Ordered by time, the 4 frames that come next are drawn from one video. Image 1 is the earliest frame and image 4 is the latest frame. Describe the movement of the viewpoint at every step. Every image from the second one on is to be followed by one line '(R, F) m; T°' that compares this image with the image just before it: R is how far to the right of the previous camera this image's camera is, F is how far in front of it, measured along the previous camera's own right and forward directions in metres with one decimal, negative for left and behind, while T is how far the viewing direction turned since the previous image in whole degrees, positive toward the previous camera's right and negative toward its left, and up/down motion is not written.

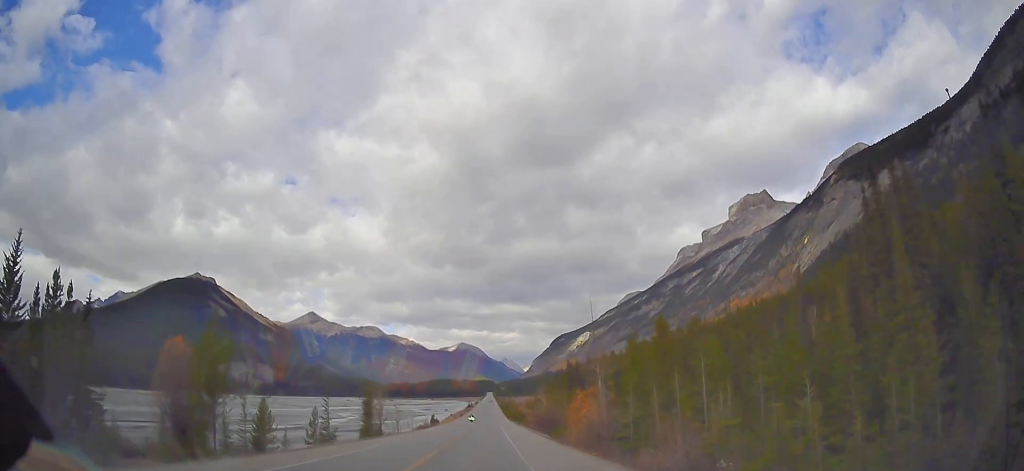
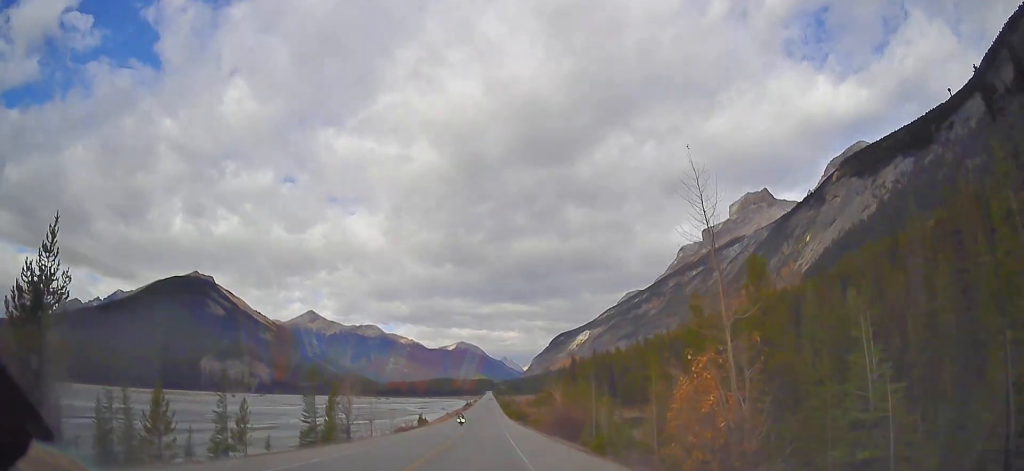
(+0.5, +17.9) m; 0°
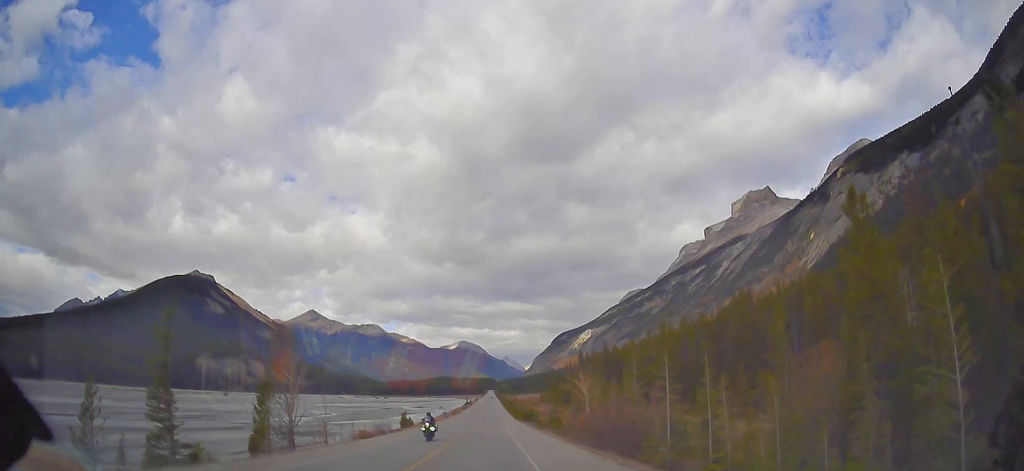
(-0.1, +18.8) m; 0°
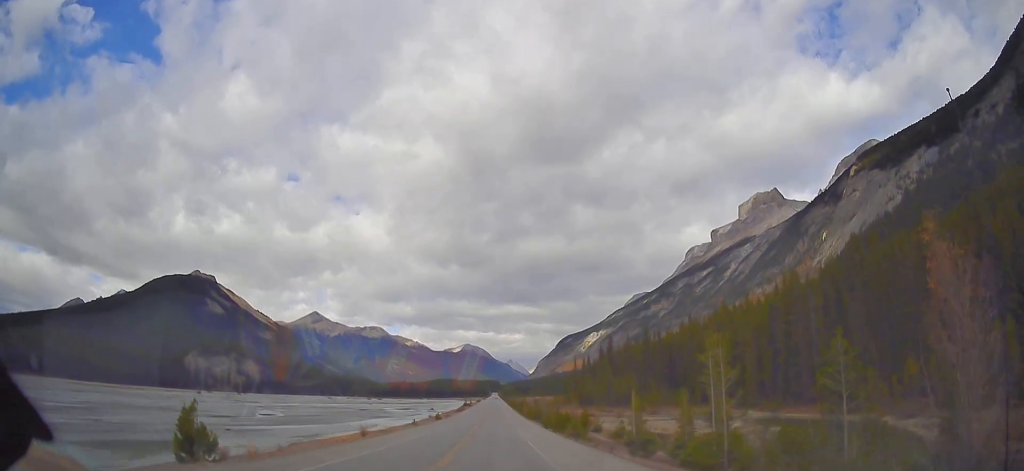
(-0.1, +51.9) m; -1°
